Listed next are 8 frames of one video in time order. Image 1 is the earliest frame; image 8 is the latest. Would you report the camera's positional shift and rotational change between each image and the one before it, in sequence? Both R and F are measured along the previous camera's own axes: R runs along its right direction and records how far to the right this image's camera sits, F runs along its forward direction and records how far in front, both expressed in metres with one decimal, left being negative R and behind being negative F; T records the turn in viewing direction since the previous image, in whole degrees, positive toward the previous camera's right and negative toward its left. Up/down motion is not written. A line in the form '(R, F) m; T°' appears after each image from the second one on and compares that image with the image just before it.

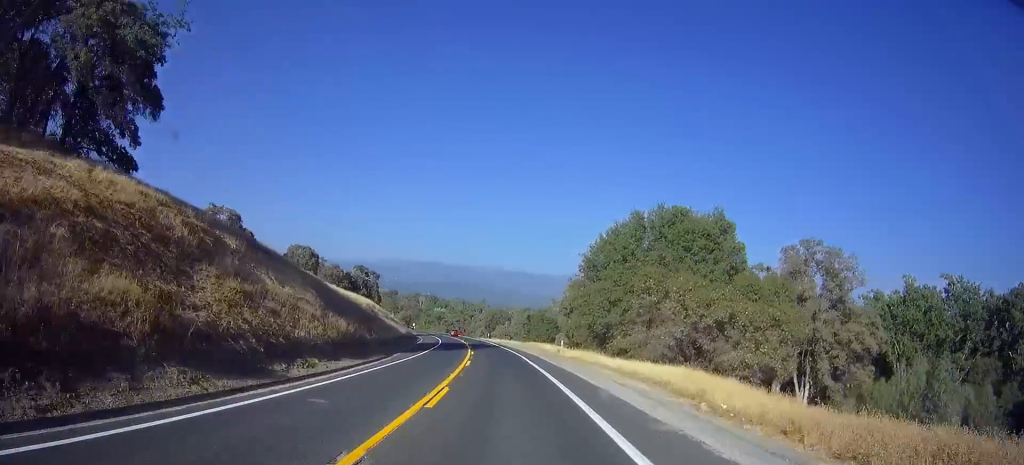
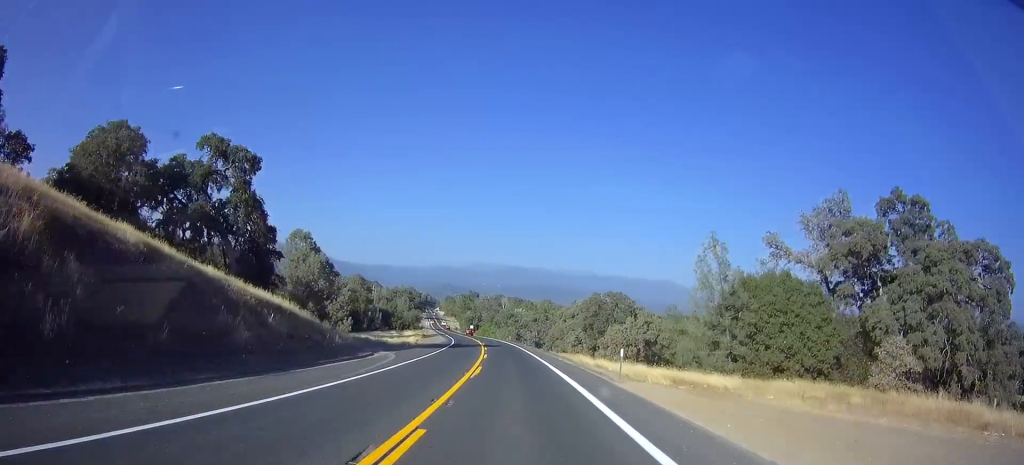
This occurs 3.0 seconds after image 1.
(-8.3, +79.6) m; -10°
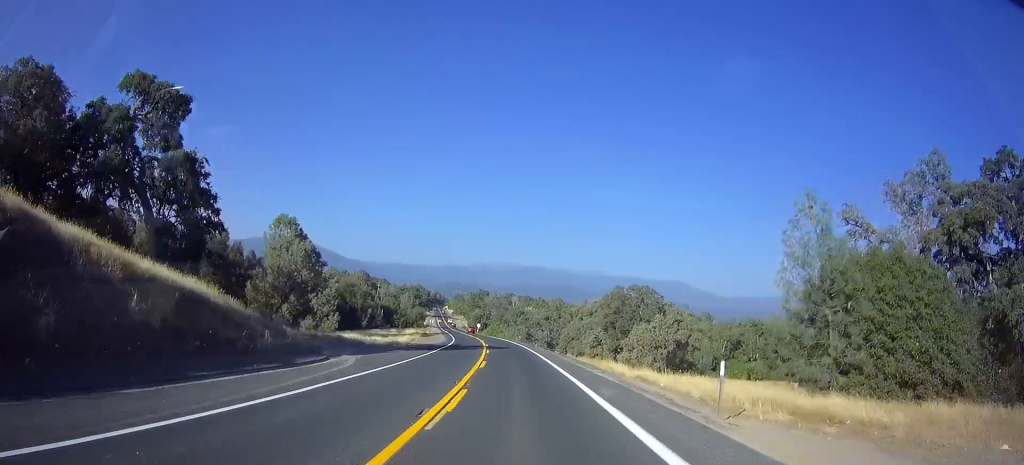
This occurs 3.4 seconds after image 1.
(0.0, +10.6) m; -1°
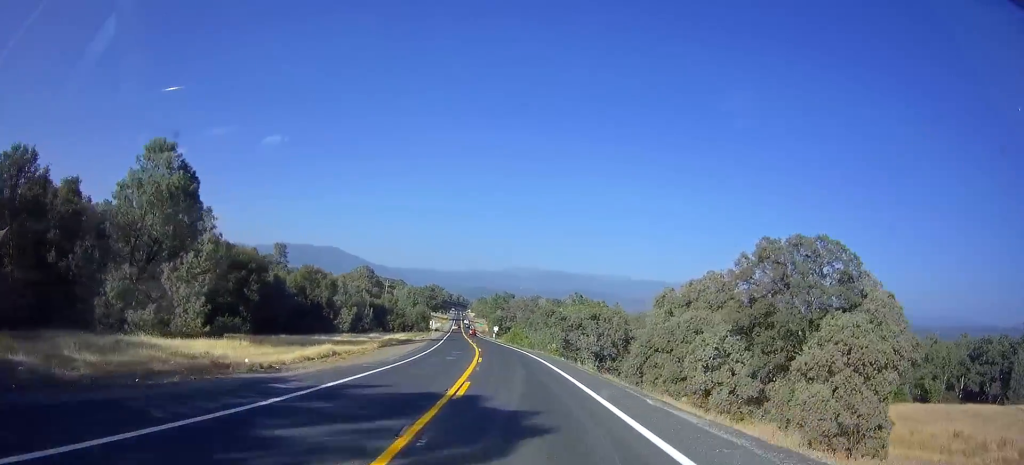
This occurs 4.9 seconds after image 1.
(-1.4, +38.4) m; -5°
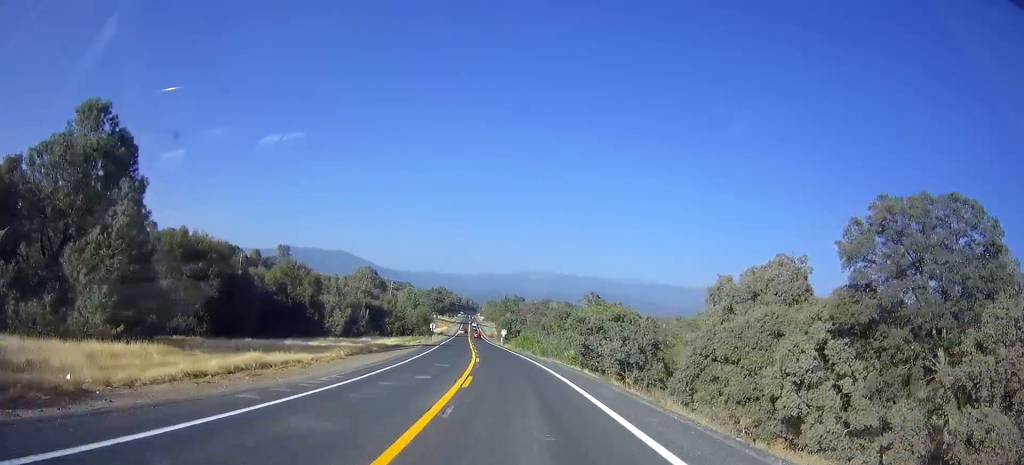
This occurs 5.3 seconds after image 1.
(0.0, +11.7) m; -2°
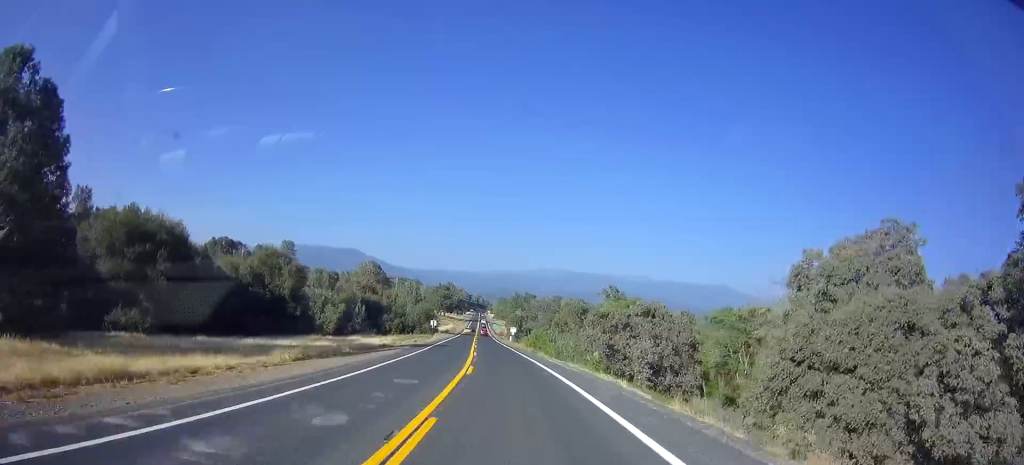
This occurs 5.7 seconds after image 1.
(-0.3, +10.7) m; 0°
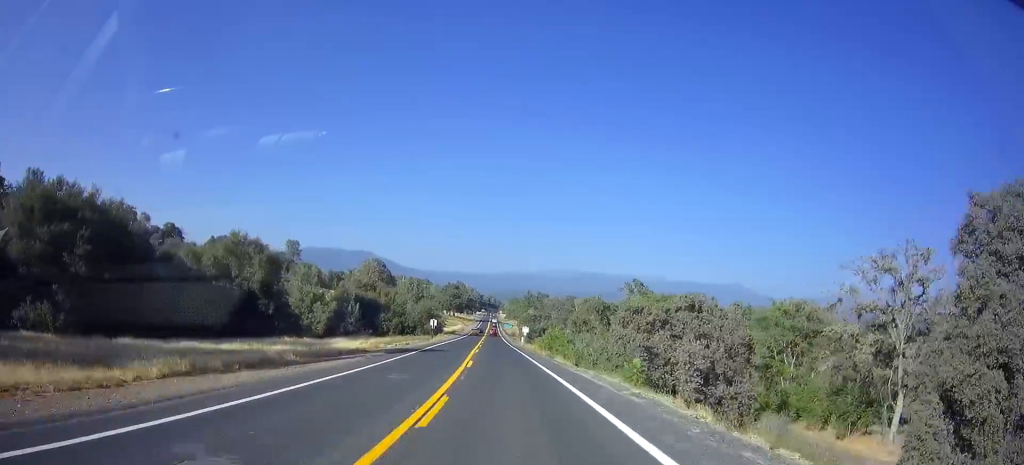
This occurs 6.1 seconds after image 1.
(-0.3, +11.6) m; 0°
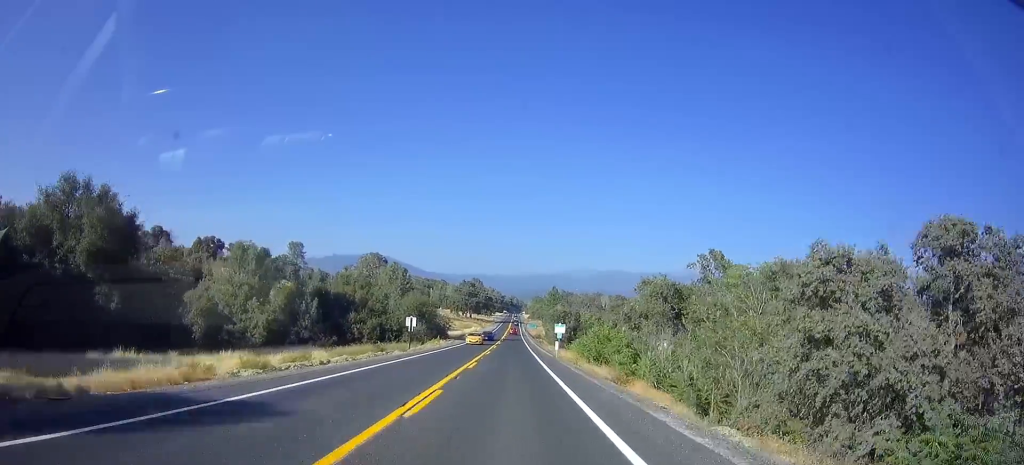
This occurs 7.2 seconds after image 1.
(+0.2, +29.3) m; -1°
